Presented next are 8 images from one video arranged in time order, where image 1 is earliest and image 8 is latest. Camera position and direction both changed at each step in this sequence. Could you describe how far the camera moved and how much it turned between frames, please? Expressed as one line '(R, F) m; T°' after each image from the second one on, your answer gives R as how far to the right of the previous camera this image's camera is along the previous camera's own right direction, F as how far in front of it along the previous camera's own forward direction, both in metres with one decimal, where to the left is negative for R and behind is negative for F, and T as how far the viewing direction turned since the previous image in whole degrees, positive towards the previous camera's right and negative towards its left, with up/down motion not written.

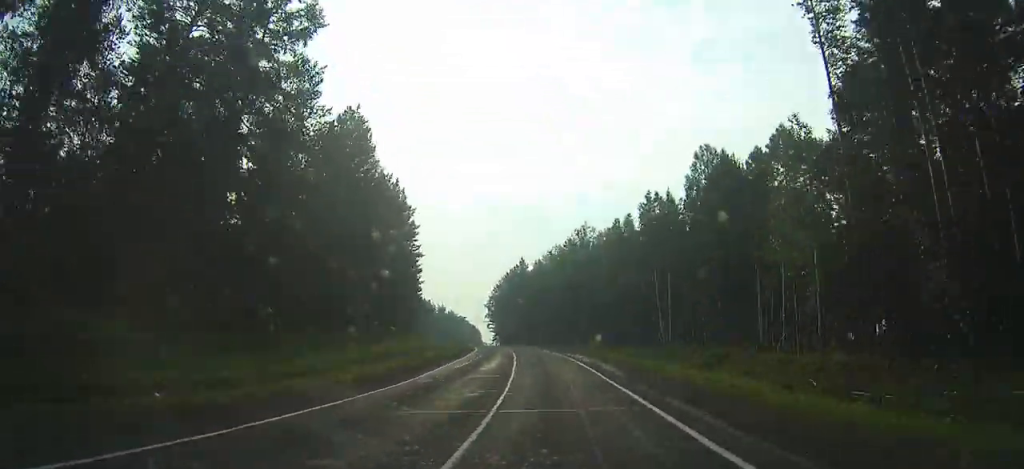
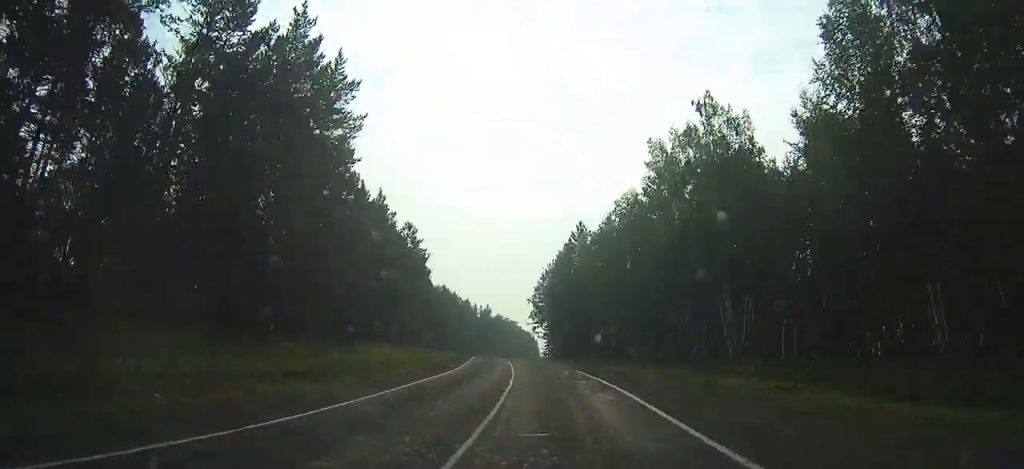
(-0.1, +41.2) m; -5°
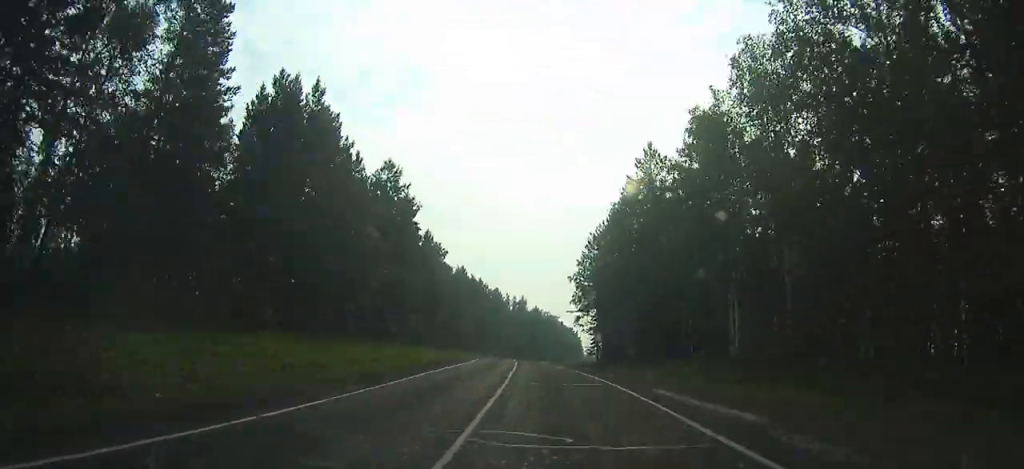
(-3.5, +31.7) m; -3°
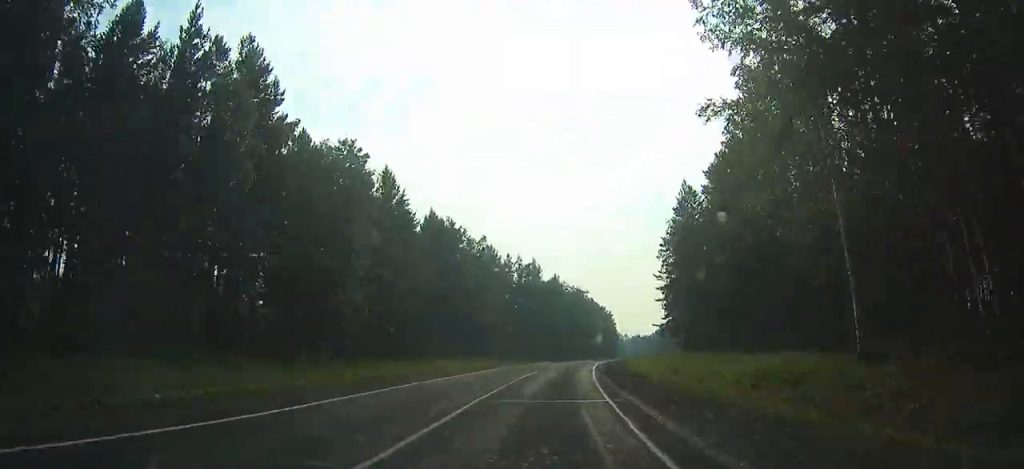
(-3.8, +67.5) m; -2°
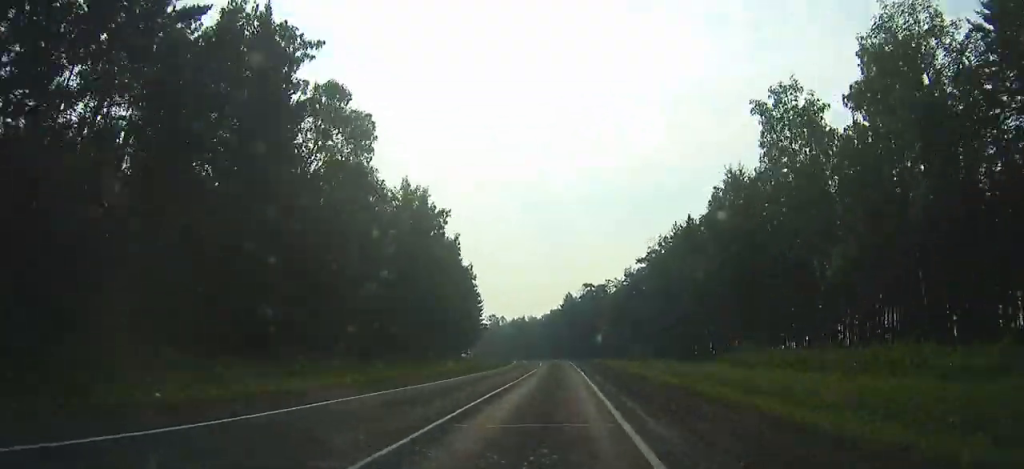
(+11.0, +148.2) m; +7°
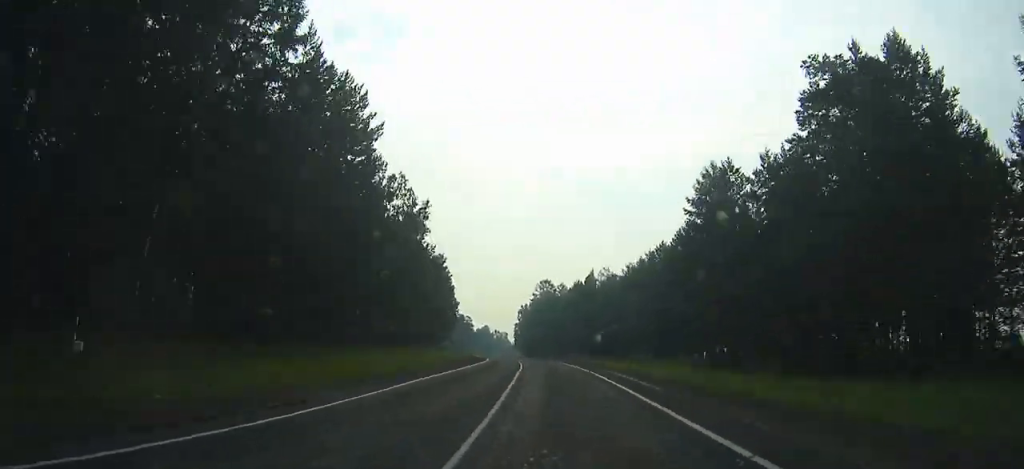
(-3.4, +113.9) m; -6°
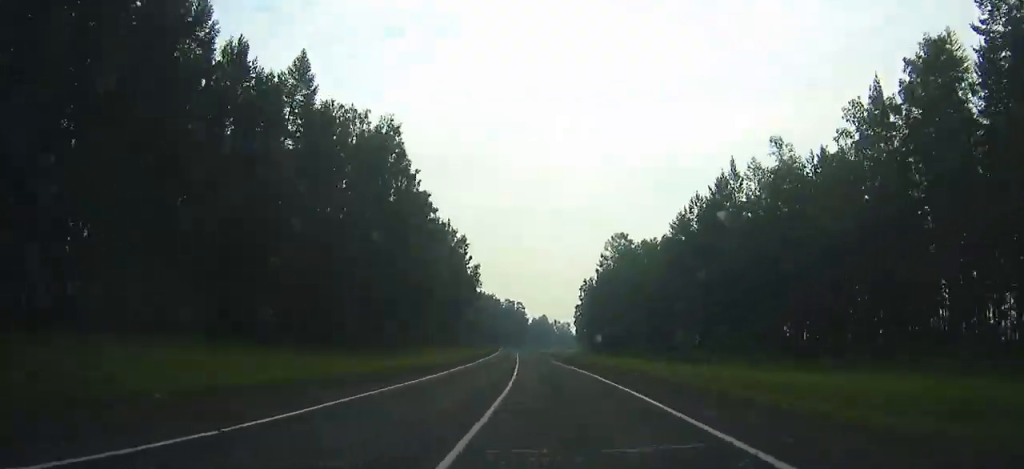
(-4.0, +71.3) m; +1°
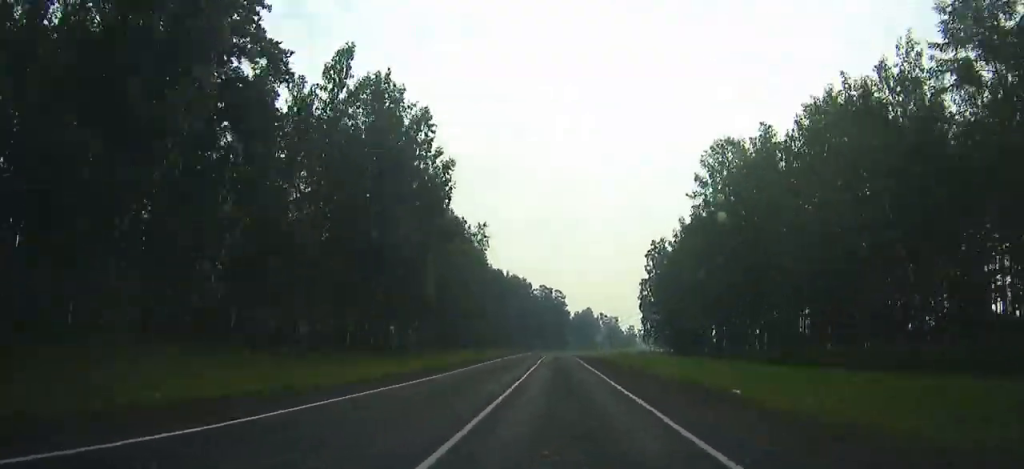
(-4.3, +57.2) m; +11°
